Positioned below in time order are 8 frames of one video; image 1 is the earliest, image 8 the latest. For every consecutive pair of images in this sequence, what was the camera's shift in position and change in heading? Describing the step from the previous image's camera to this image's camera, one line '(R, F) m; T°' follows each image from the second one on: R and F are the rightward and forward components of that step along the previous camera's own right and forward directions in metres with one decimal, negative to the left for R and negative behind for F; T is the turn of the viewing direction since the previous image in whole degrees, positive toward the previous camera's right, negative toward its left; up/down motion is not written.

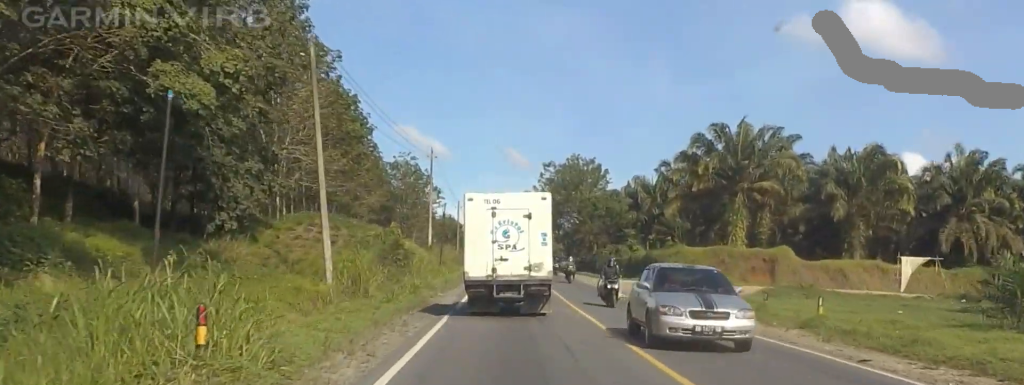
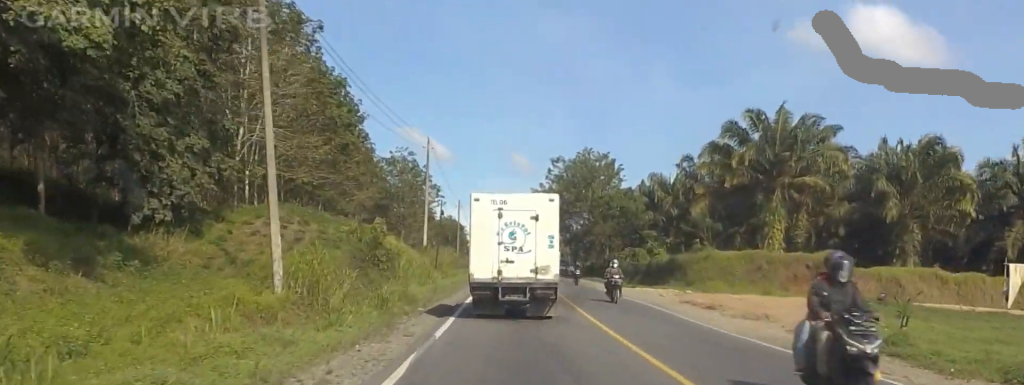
(+0.2, +9.0) m; -2°
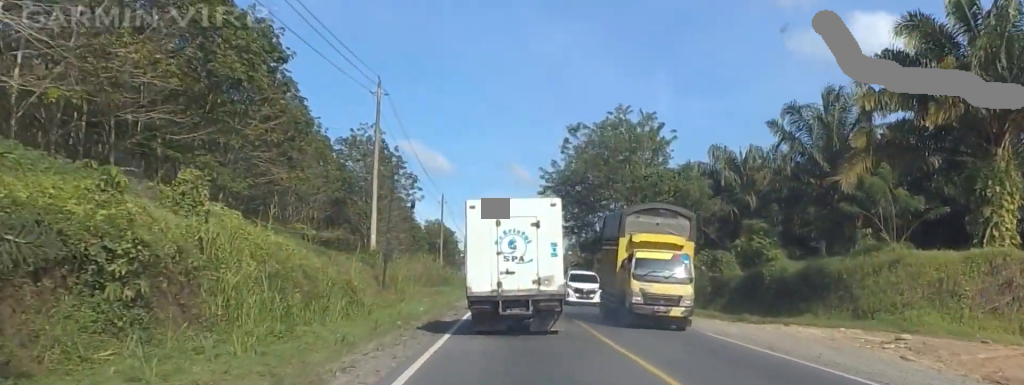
(-1.6, +30.0) m; -1°
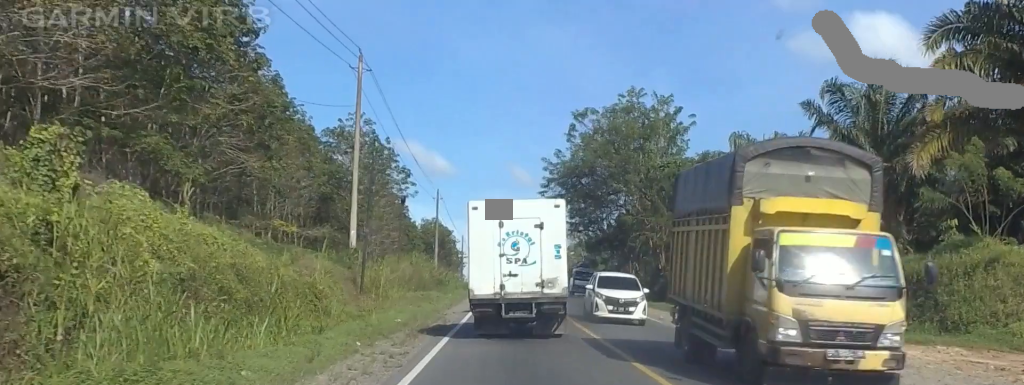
(+0.1, +6.4) m; +1°
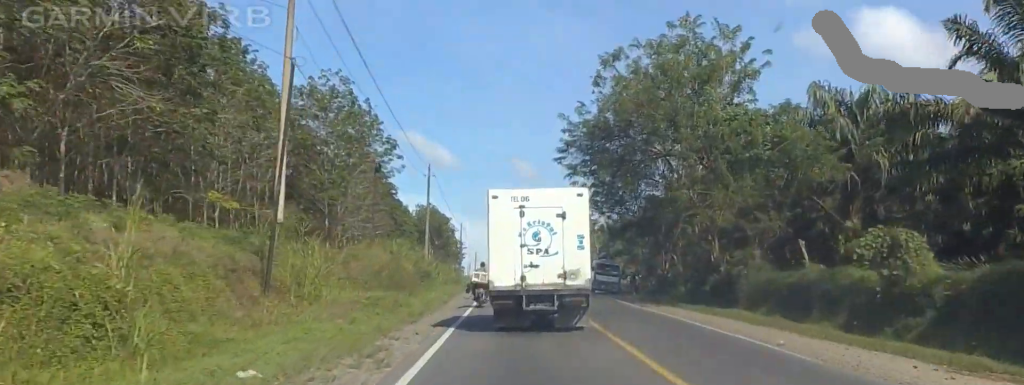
(+0.1, +14.9) m; 0°
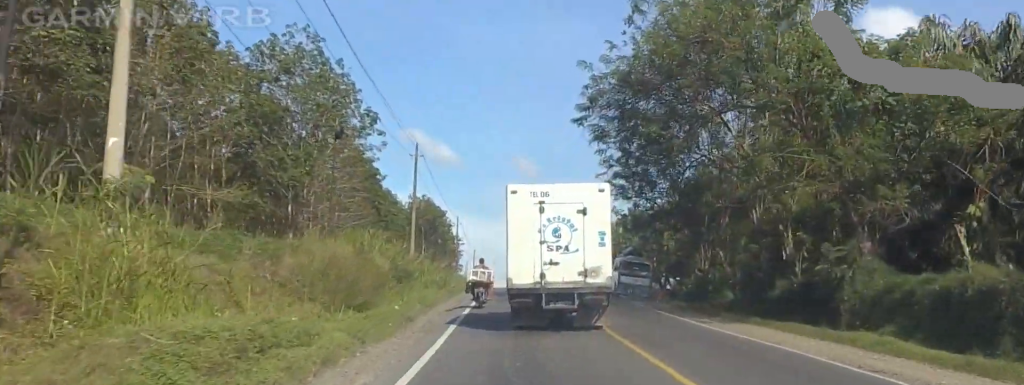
(0.0, +12.3) m; 0°
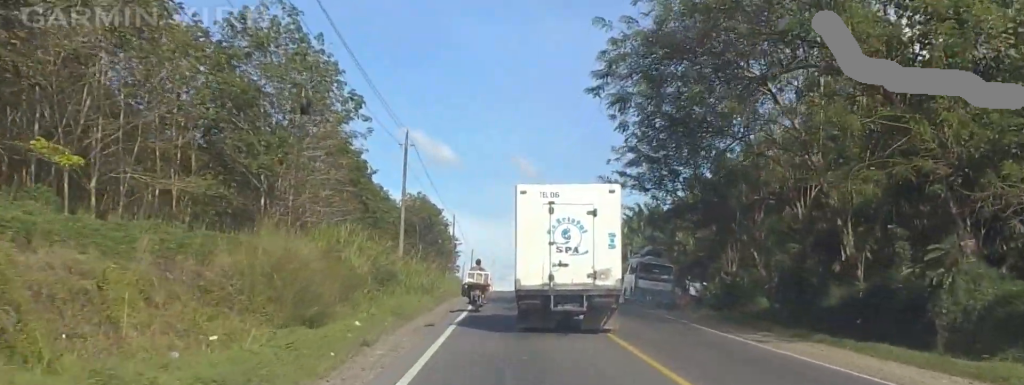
(0.0, +6.4) m; +1°
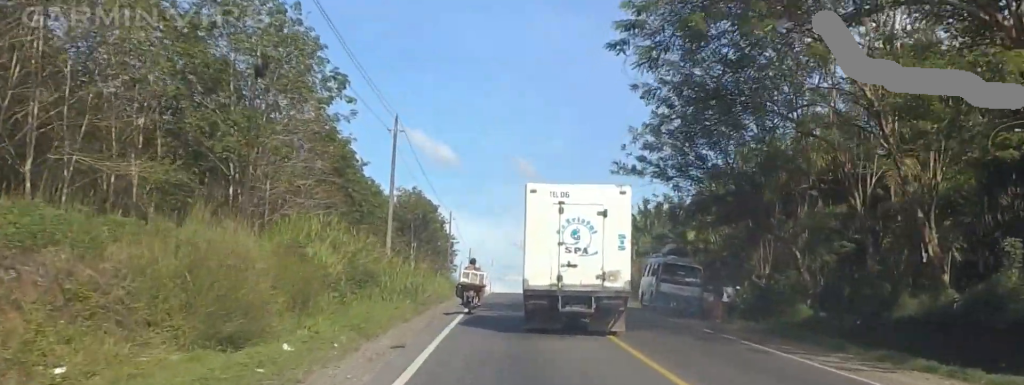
(-0.1, +5.9) m; +2°
